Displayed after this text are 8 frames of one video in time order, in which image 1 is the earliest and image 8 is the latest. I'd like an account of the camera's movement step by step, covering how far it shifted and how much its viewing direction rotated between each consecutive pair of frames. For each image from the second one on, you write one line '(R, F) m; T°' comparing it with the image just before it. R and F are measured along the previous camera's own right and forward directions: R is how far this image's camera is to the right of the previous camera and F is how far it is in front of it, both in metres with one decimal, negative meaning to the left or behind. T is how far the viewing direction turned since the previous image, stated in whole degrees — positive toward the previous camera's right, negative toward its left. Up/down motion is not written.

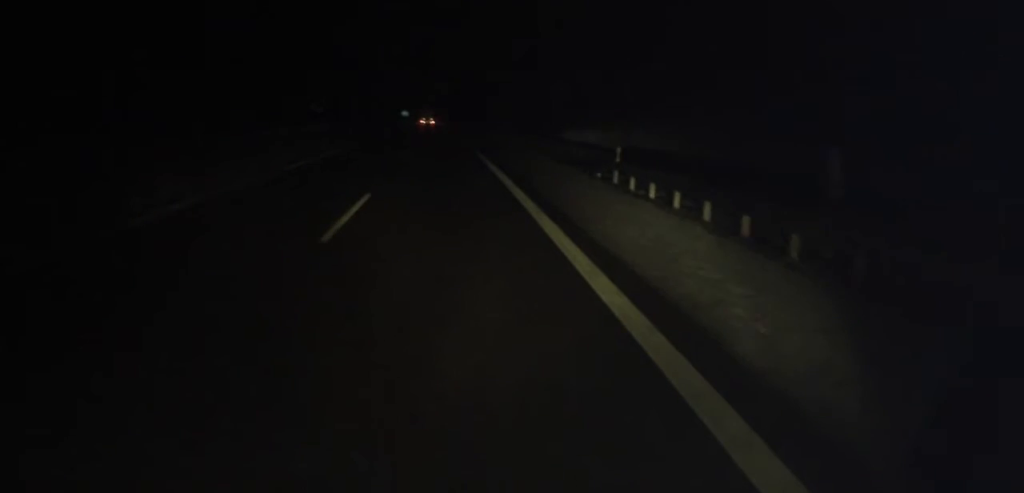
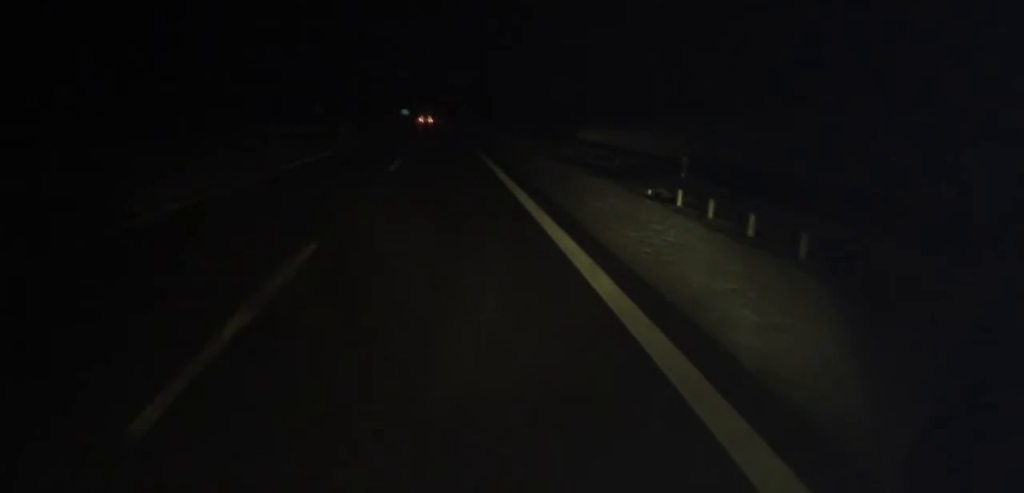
(0.0, +6.5) m; -1°
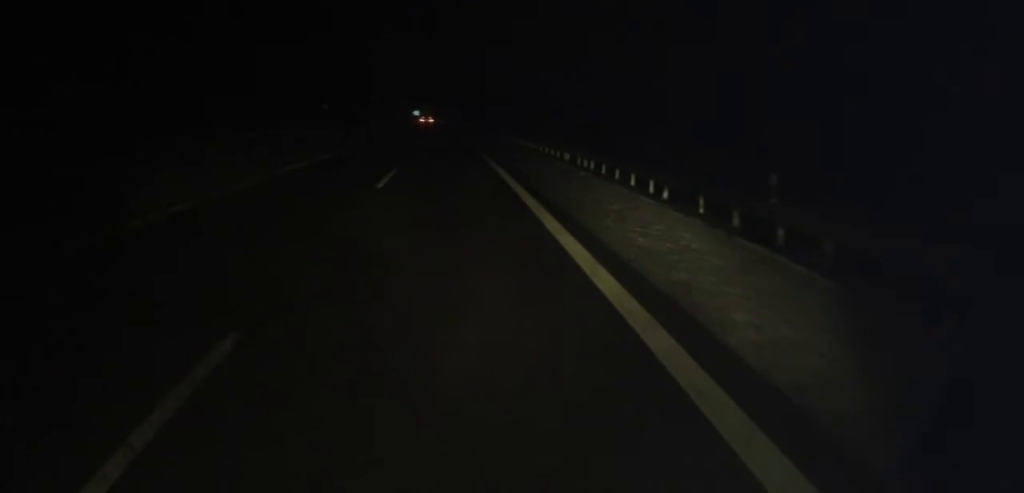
(+0.2, +41.5) m; -1°
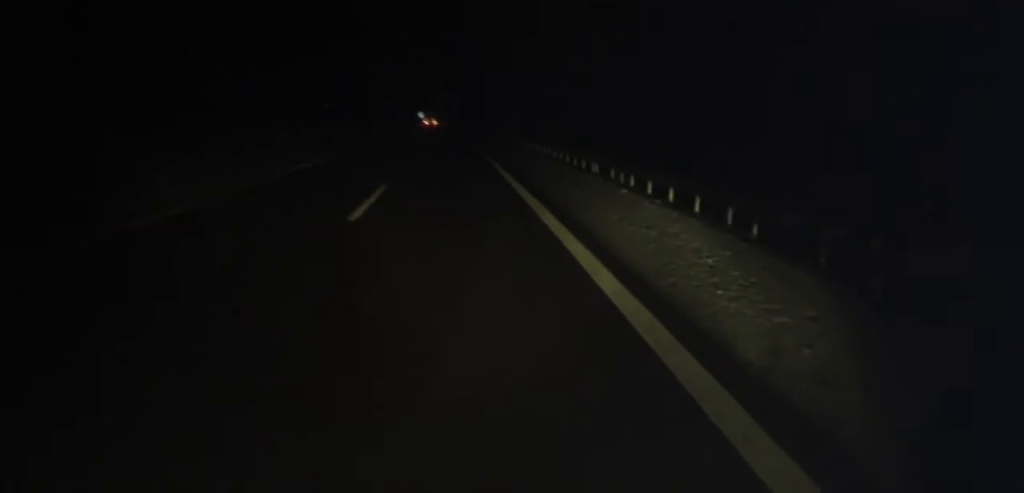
(-0.1, +5.5) m; 0°
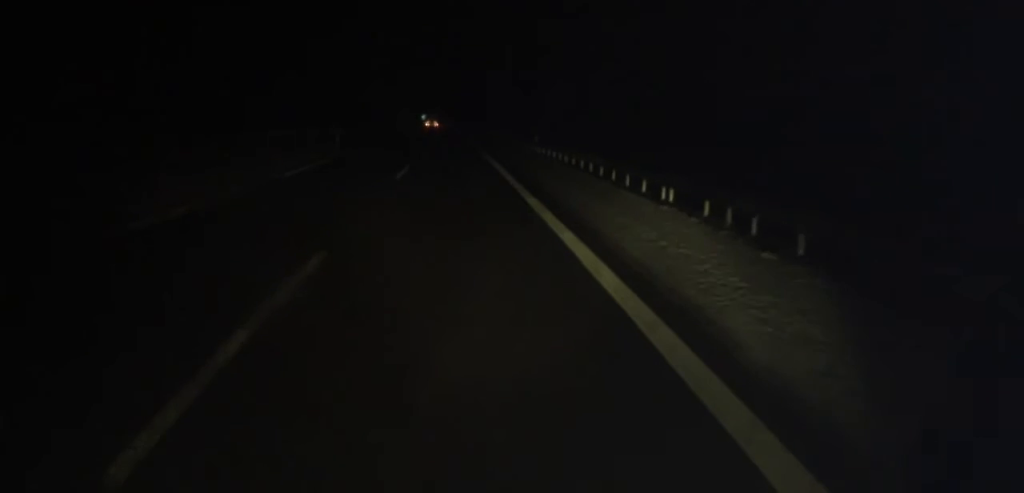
(-0.1, +9.2) m; -1°
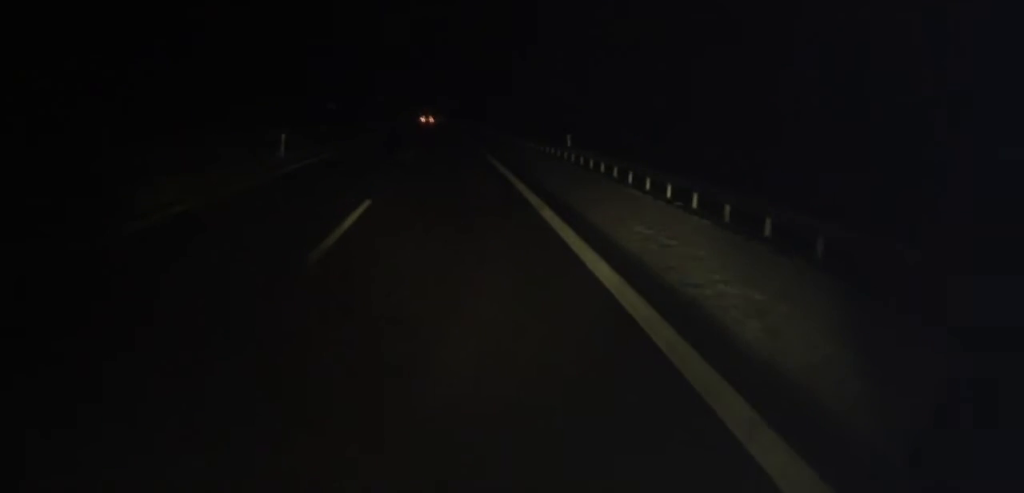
(+0.1, +12.8) m; 0°
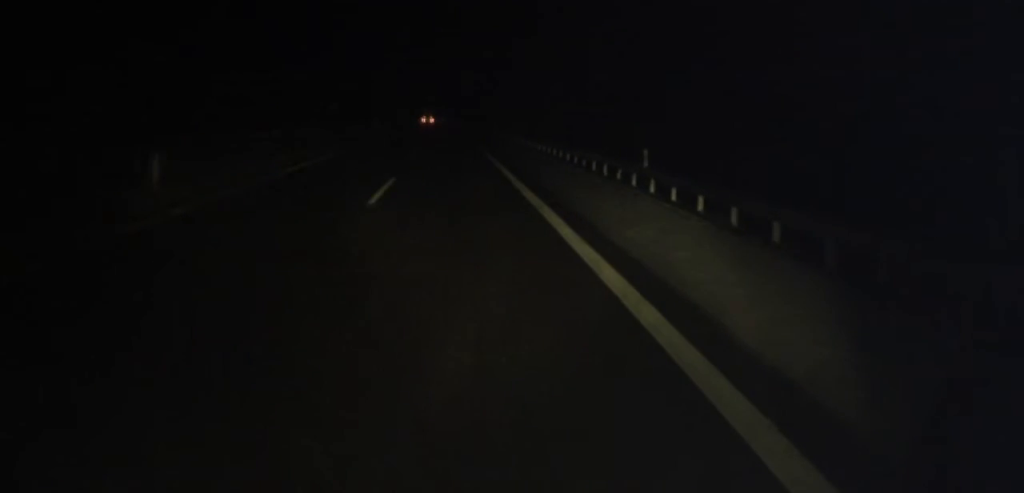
(-0.1, +12.5) m; -1°
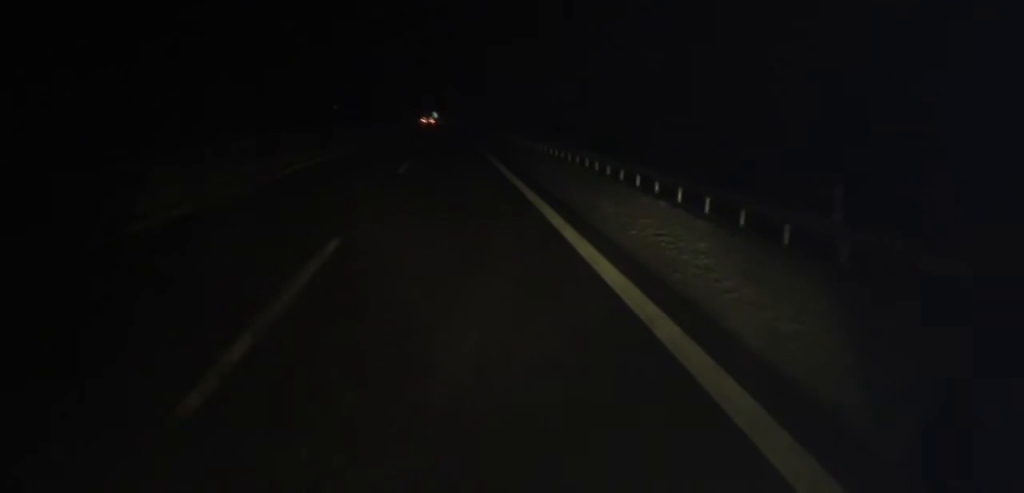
(0.0, +10.7) m; -1°
